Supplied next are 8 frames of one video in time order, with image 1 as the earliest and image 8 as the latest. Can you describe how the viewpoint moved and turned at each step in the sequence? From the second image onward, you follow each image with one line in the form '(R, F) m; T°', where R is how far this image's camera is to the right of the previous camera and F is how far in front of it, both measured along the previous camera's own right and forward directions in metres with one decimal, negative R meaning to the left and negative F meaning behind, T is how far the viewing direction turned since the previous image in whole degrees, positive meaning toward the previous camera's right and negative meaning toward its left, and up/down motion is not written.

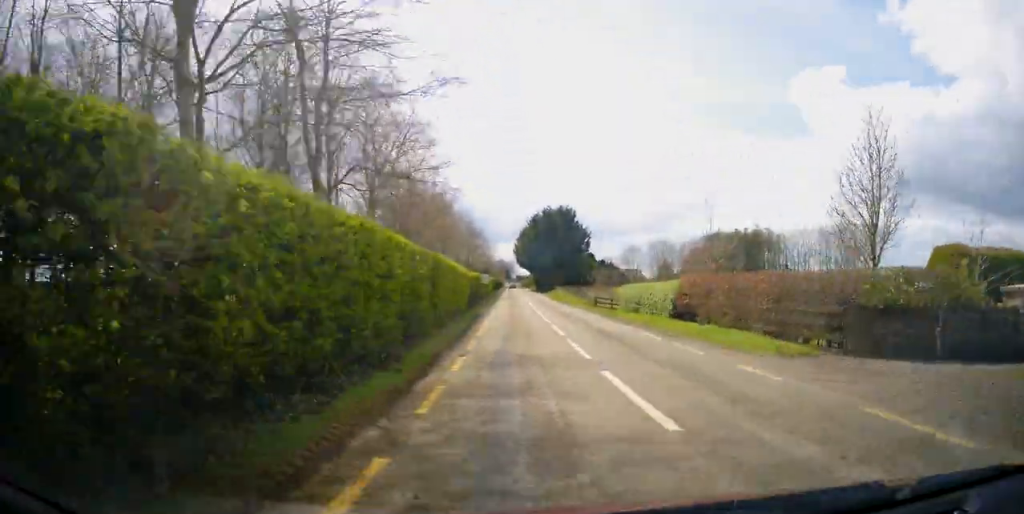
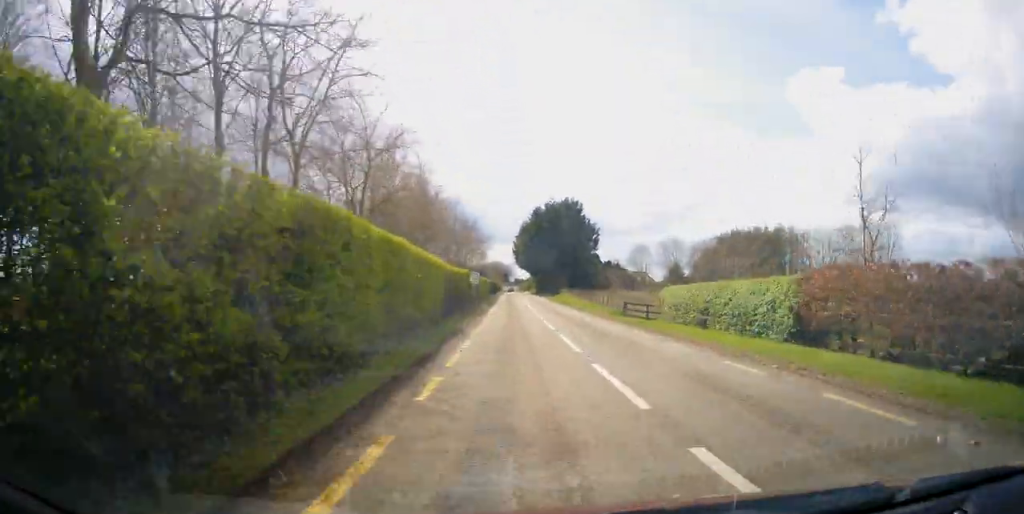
(-0.3, +11.0) m; 0°
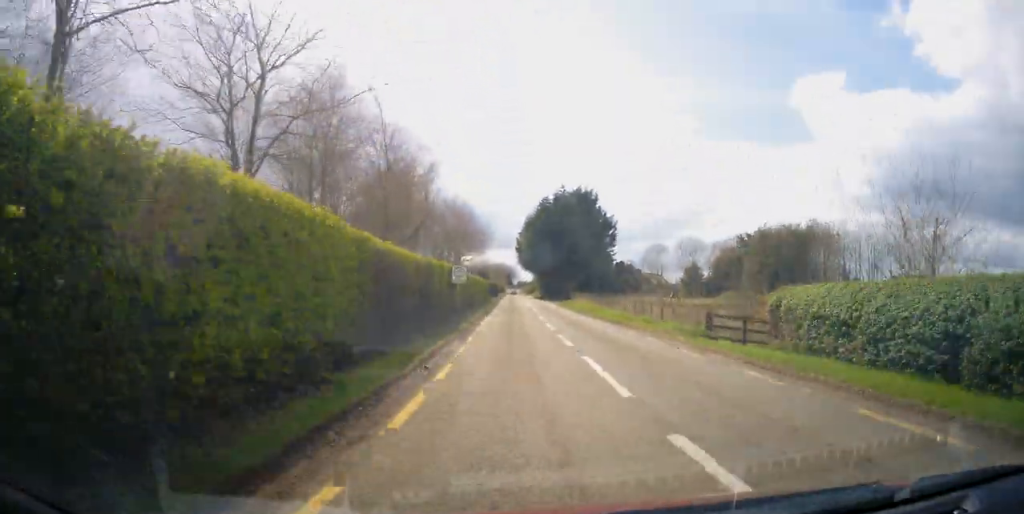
(+0.3, +12.2) m; 0°
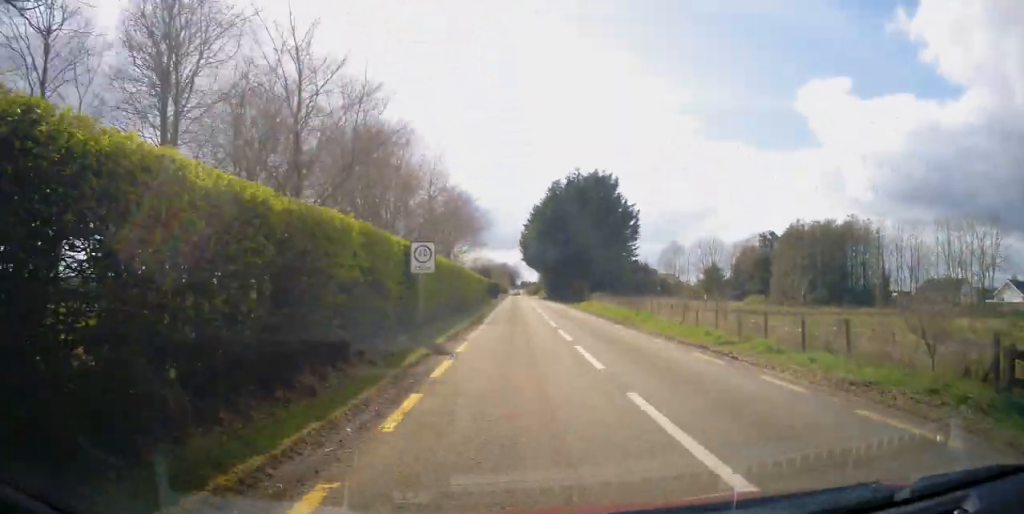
(+0.1, +11.5) m; 0°
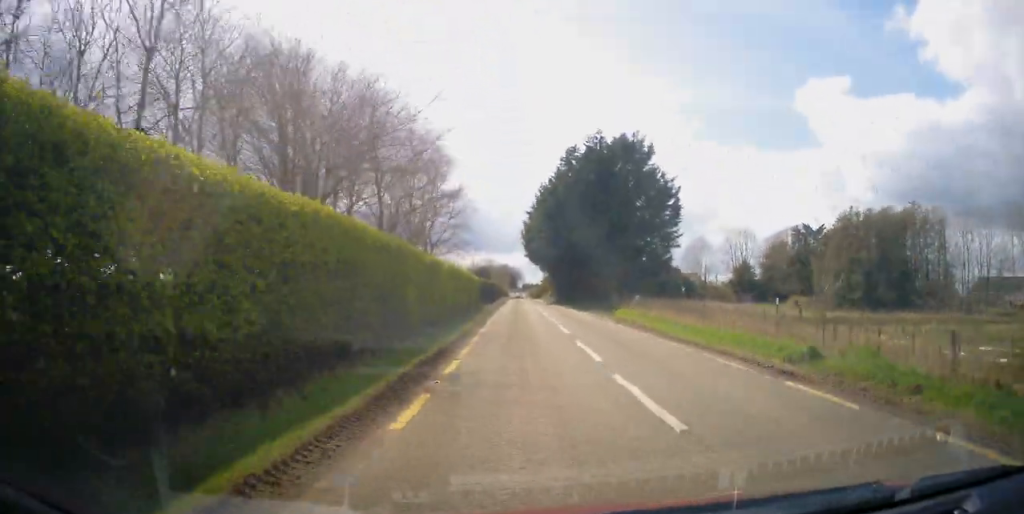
(-0.4, +16.1) m; -1°
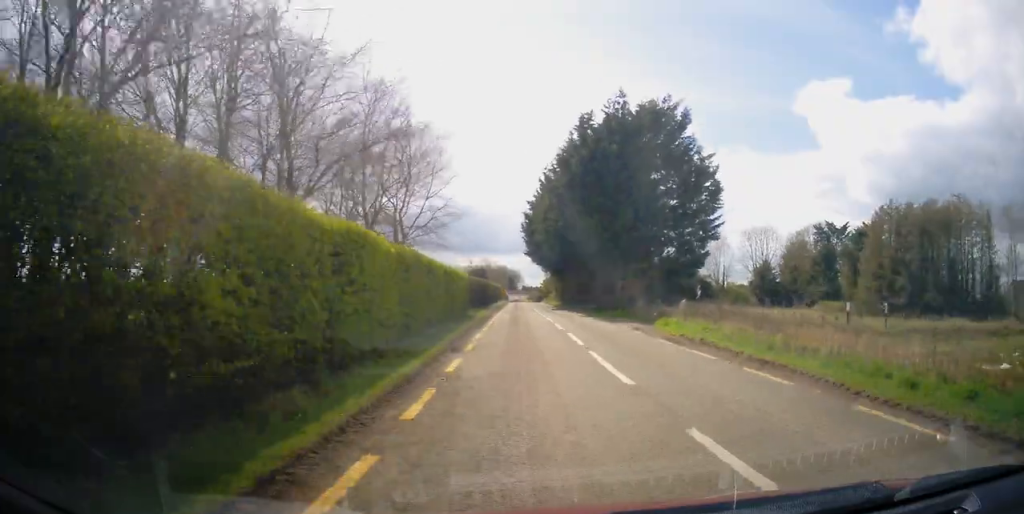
(+0.1, +9.8) m; 0°
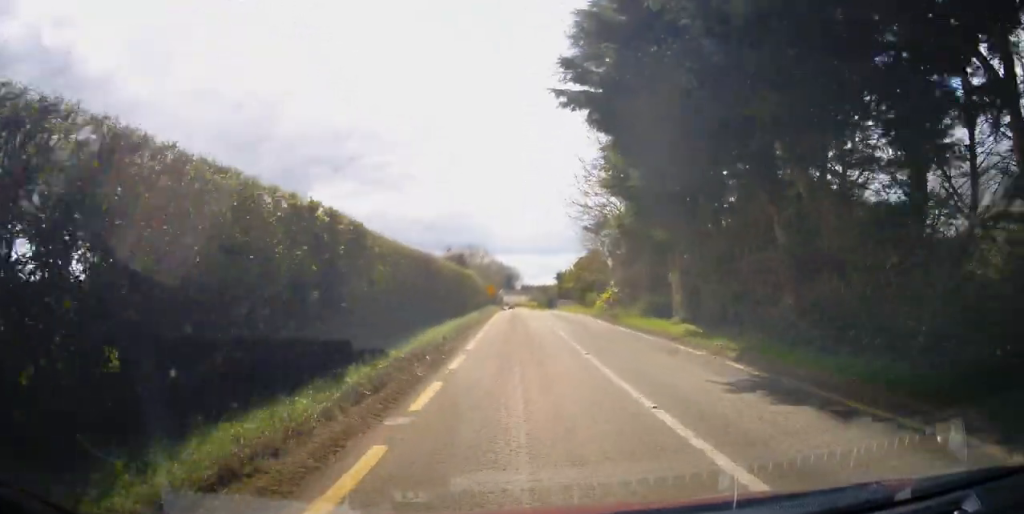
(+0.1, +56.5) m; -1°
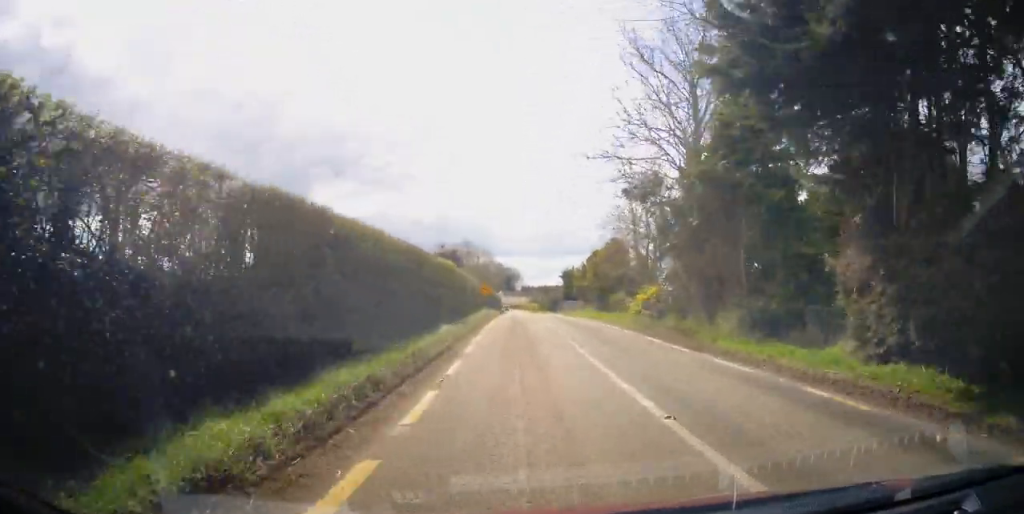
(-0.1, +11.7) m; -1°
